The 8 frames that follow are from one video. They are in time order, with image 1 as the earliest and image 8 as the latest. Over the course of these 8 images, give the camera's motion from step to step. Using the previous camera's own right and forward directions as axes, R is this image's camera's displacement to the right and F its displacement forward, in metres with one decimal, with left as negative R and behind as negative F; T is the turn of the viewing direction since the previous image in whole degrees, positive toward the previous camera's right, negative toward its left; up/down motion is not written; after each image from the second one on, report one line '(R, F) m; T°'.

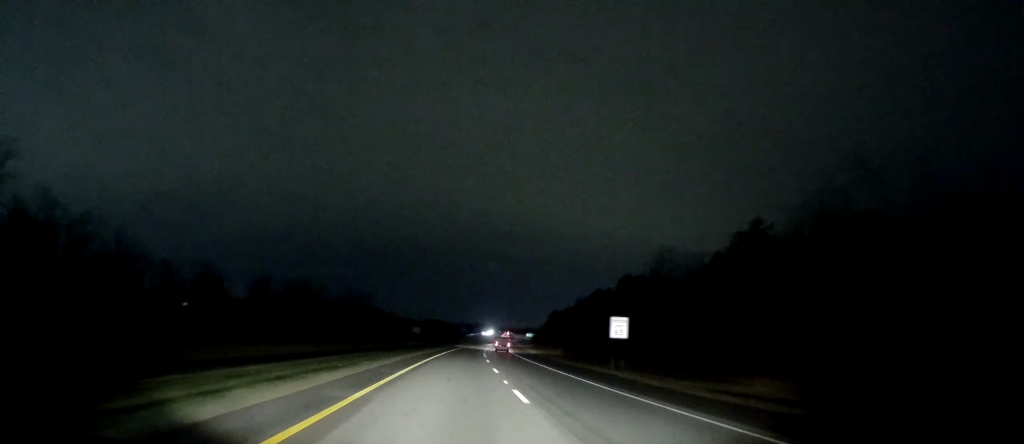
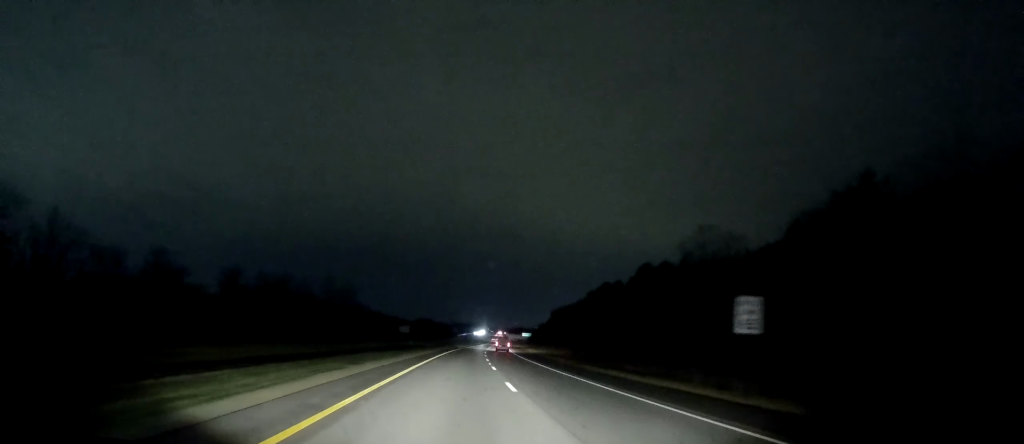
(+0.2, +20.9) m; +1°
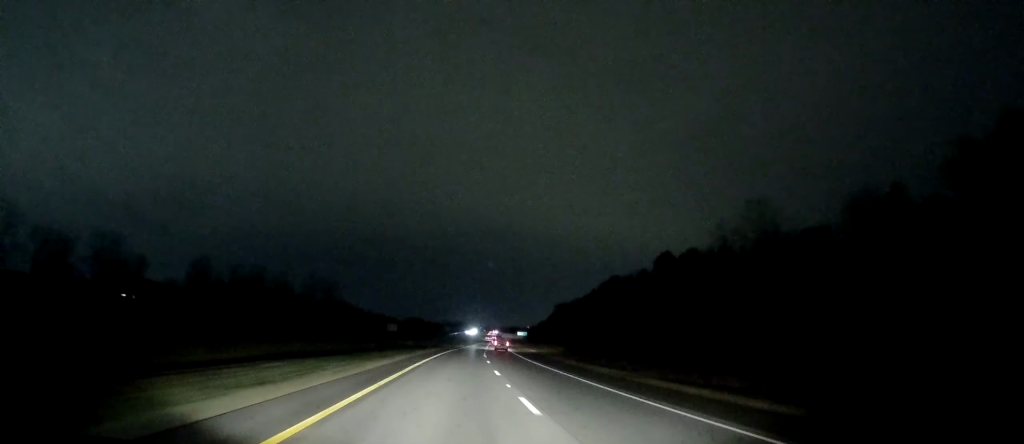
(-0.1, +16.8) m; 0°
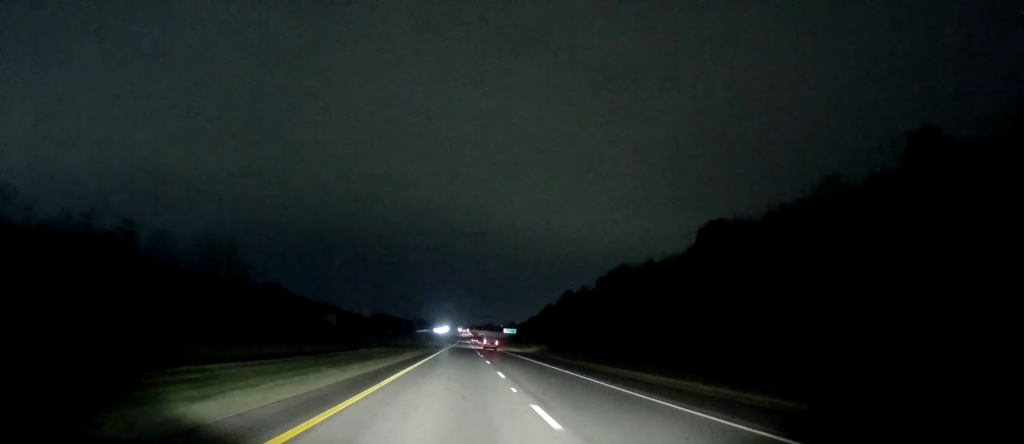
(+2.6, +73.7) m; +3°
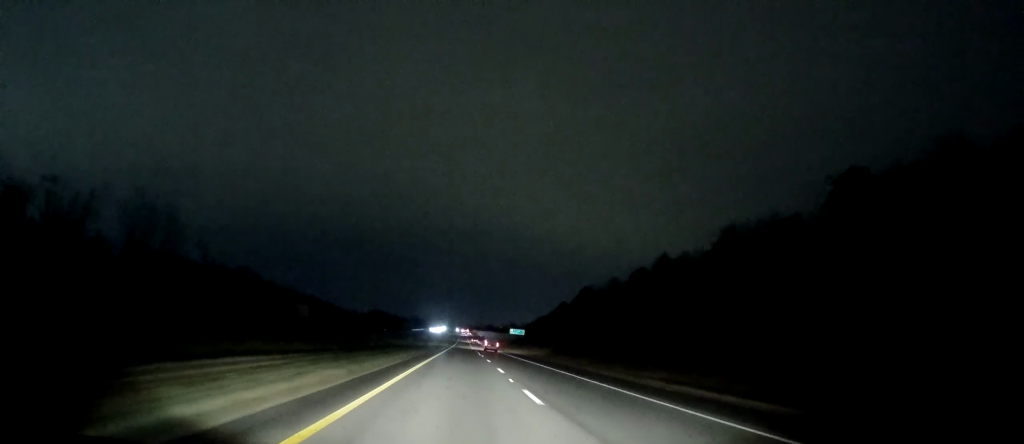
(+0.1, +32.0) m; +1°
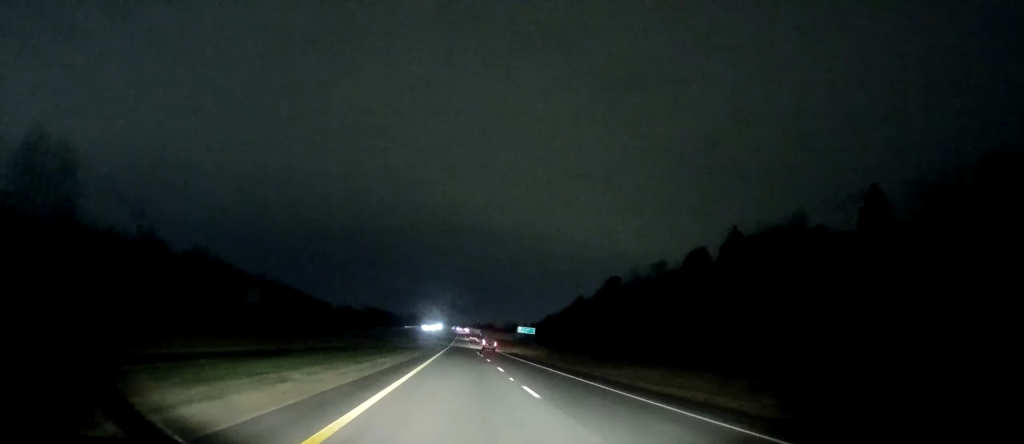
(+0.7, +34.1) m; +2°
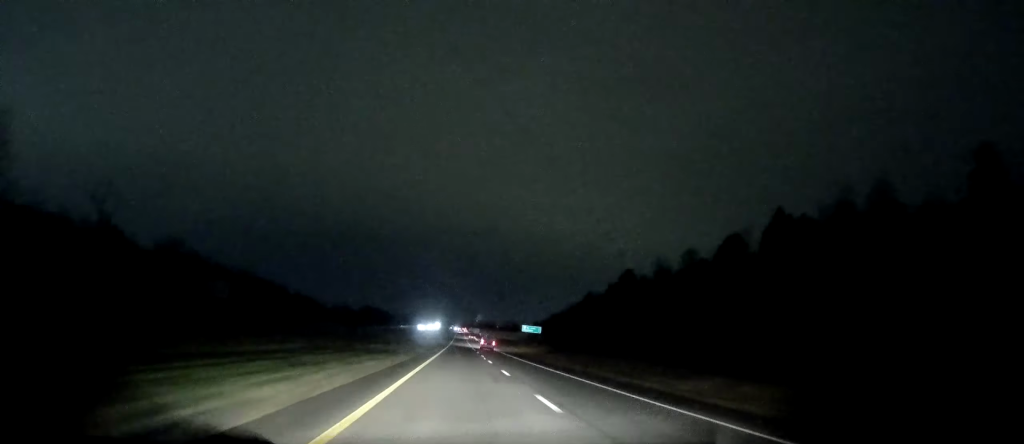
(+0.2, +15.0) m; 0°
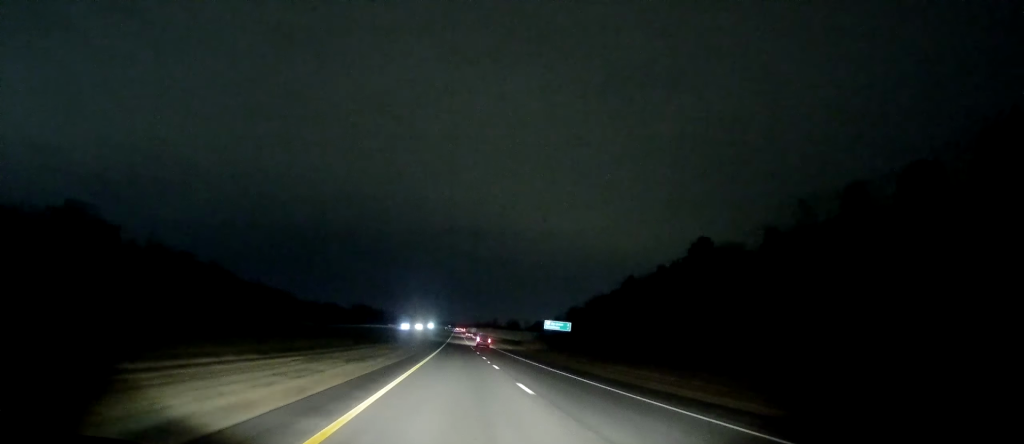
(+0.2, +45.4) m; -1°
